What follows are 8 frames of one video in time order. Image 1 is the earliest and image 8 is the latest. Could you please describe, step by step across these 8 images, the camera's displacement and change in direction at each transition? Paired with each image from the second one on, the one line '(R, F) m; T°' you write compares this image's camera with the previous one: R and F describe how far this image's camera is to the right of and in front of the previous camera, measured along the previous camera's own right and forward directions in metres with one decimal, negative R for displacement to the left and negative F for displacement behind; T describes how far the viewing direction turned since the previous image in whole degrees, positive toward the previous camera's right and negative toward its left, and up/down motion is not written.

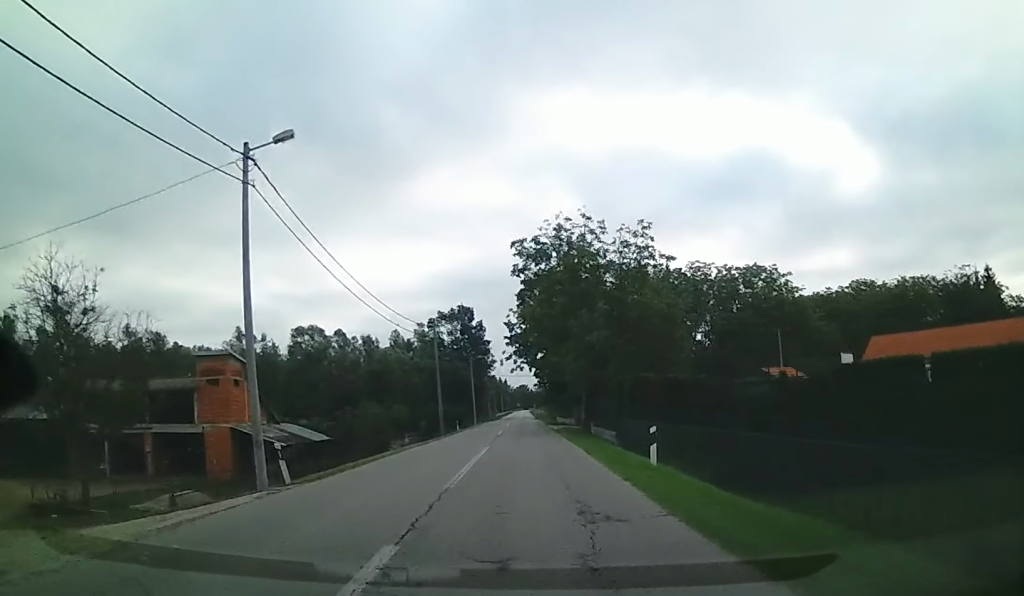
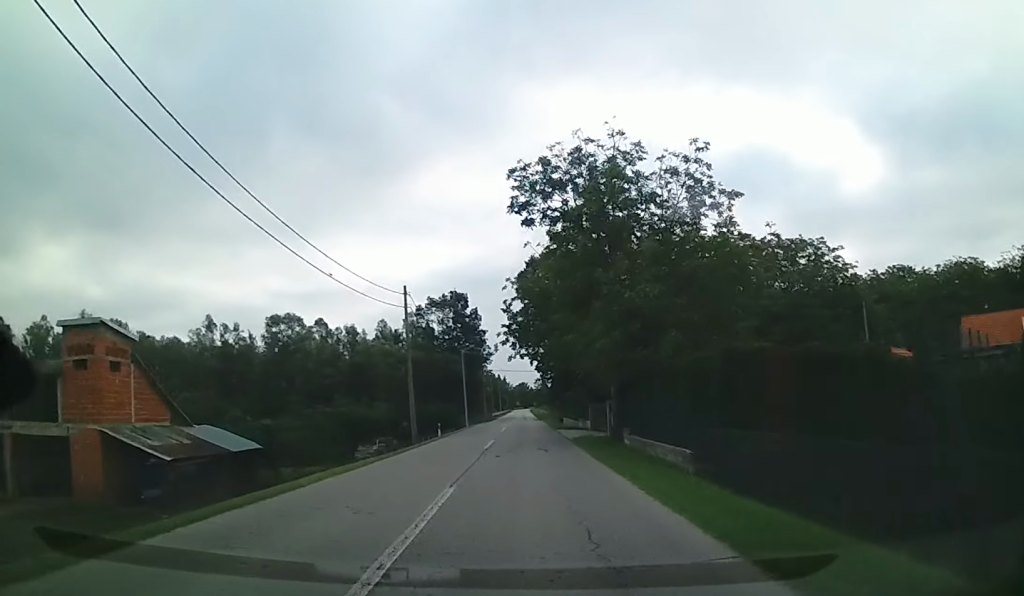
(-0.1, +12.3) m; +1°
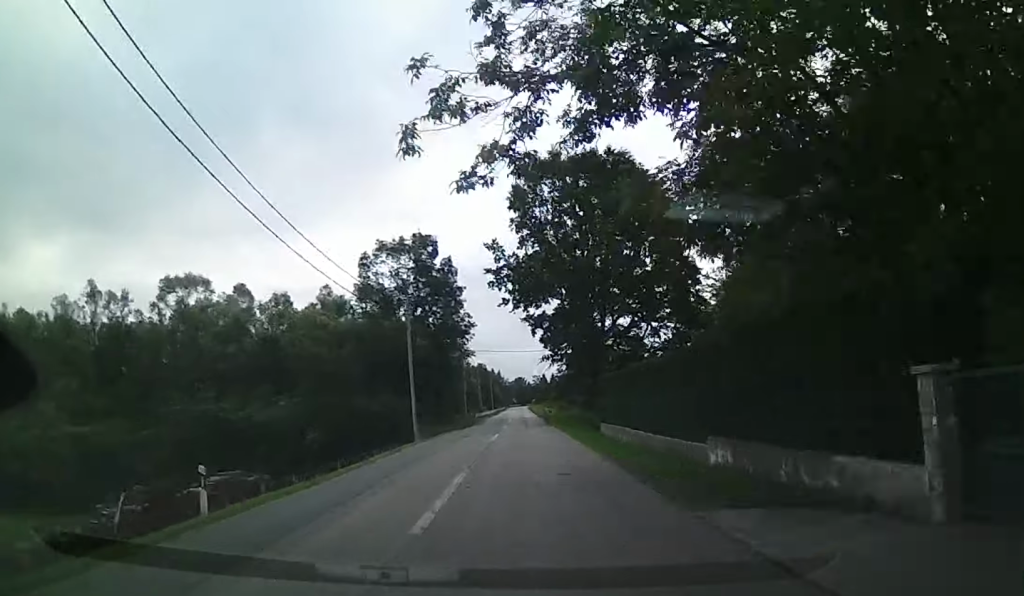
(+1.0, +32.6) m; +4°
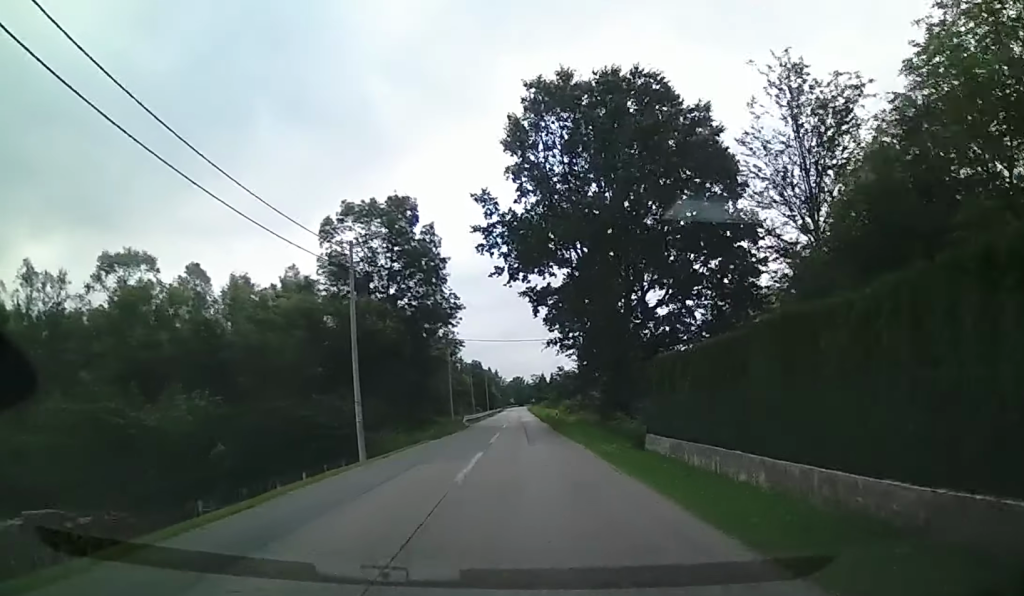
(0.0, +12.4) m; 0°
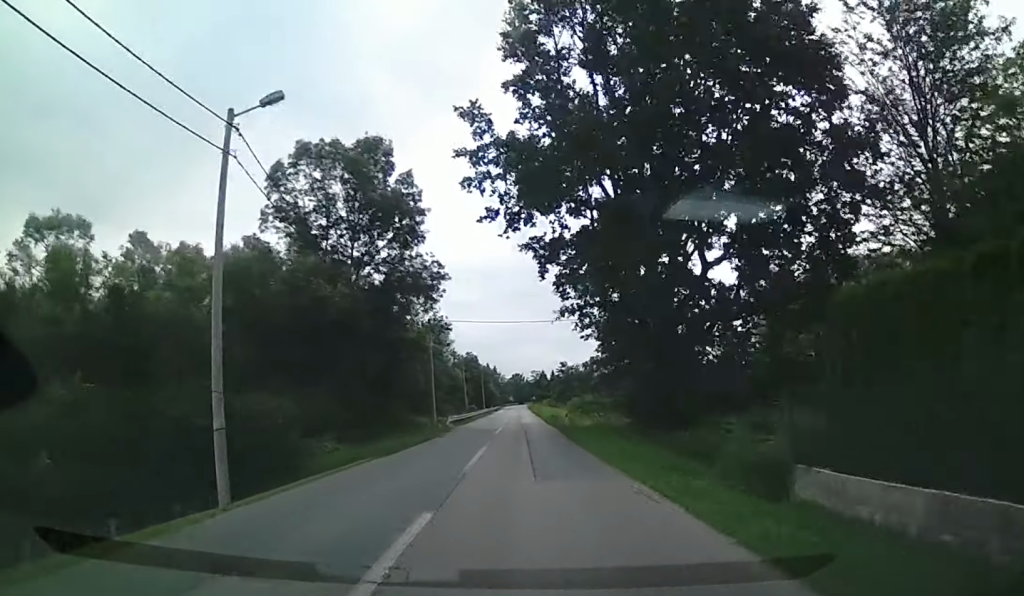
(+0.1, +11.7) m; -1°
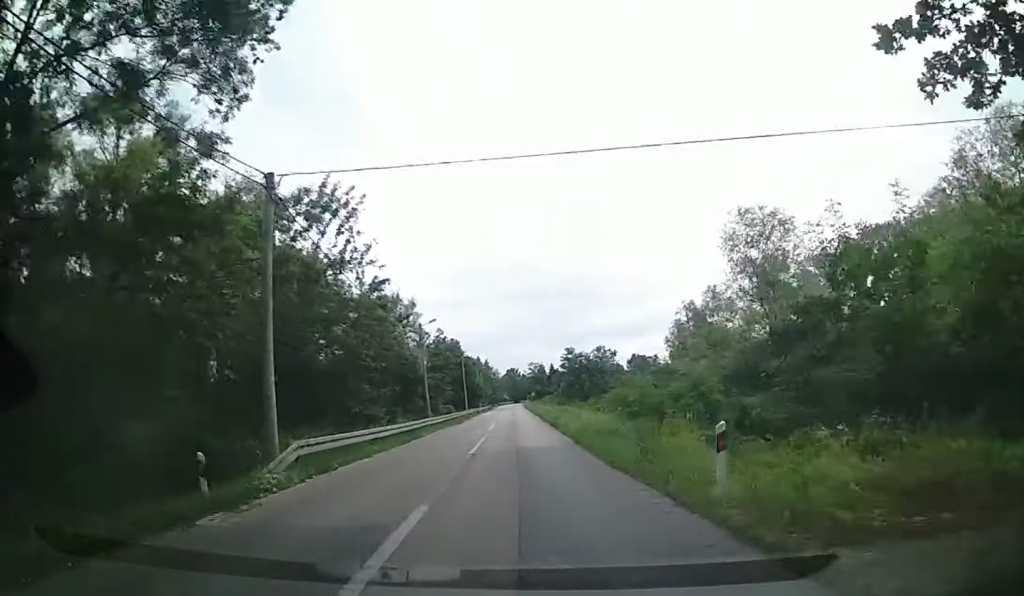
(-0.9, +30.8) m; -2°
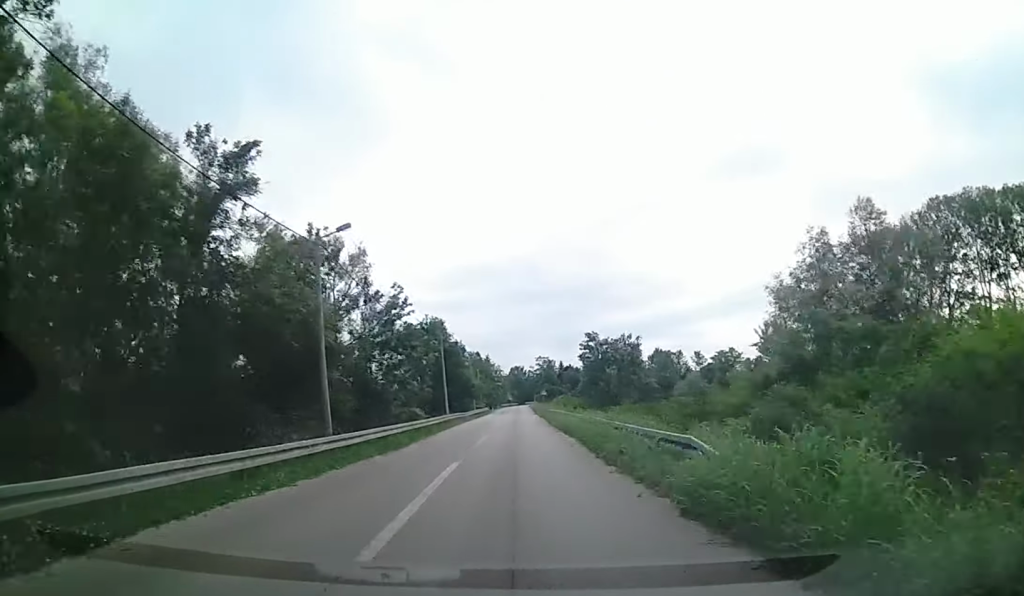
(0.0, +27.2) m; 0°
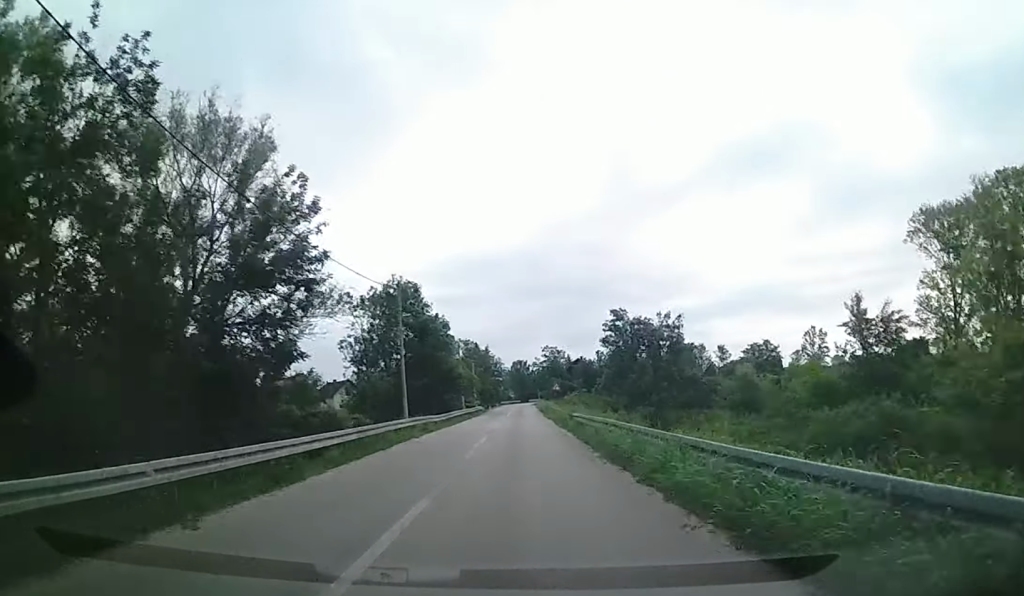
(0.0, +21.2) m; +1°
